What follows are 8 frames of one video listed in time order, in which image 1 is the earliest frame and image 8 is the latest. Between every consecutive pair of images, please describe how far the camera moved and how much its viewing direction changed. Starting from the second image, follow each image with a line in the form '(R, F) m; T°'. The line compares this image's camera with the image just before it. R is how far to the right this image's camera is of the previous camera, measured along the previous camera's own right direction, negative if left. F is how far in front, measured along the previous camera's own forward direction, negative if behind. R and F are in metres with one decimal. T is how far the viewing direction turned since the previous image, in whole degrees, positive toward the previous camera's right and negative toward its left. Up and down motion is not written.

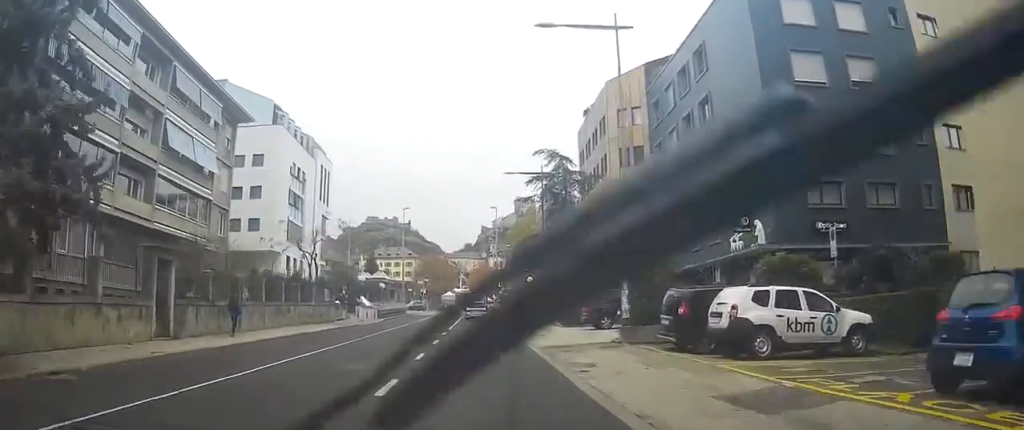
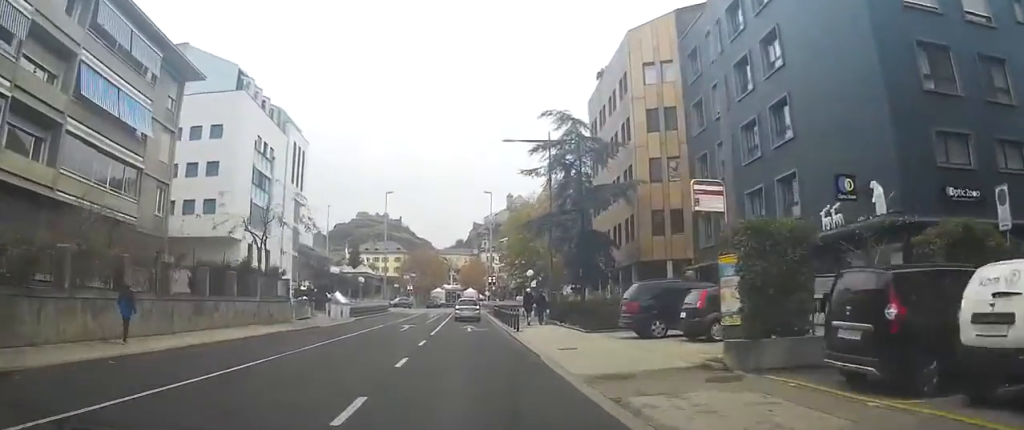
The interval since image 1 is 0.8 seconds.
(-0.5, +8.3) m; 0°
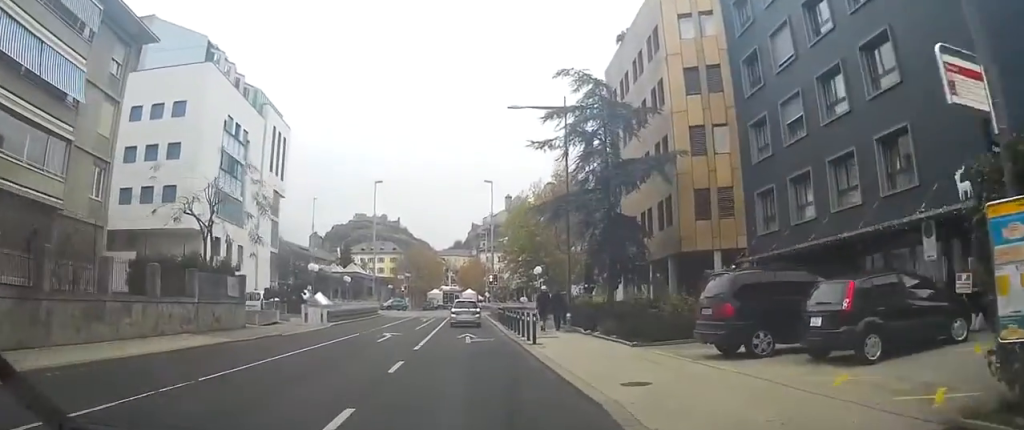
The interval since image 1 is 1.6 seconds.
(+0.3, +6.4) m; +1°
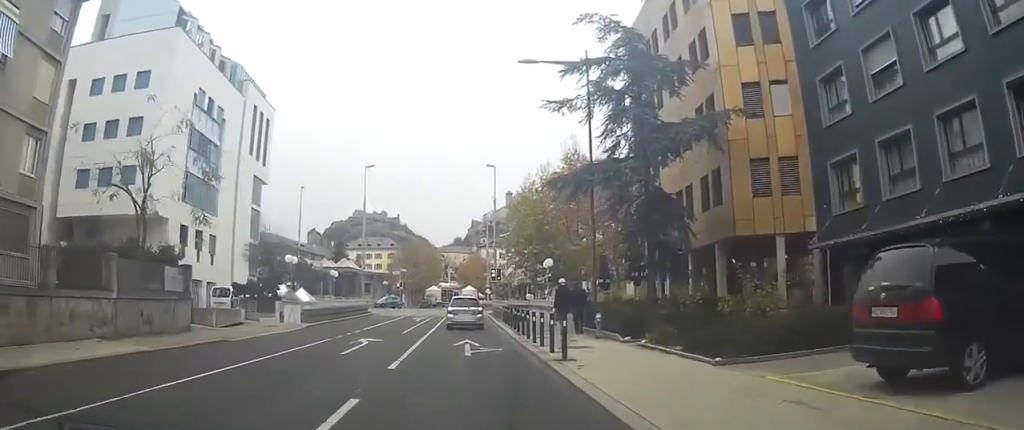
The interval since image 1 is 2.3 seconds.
(+0.1, +5.4) m; -1°
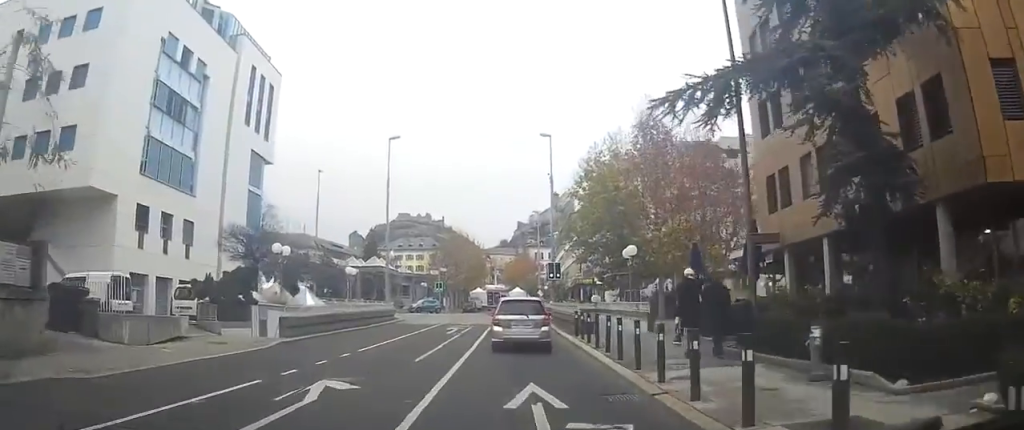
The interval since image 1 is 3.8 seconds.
(-0.5, +10.2) m; -7°
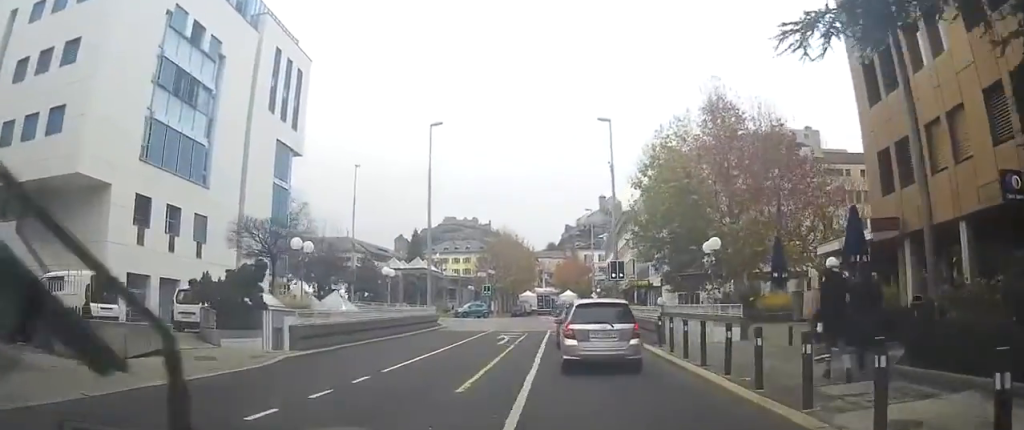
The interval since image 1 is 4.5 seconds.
(-0.2, +4.3) m; -2°
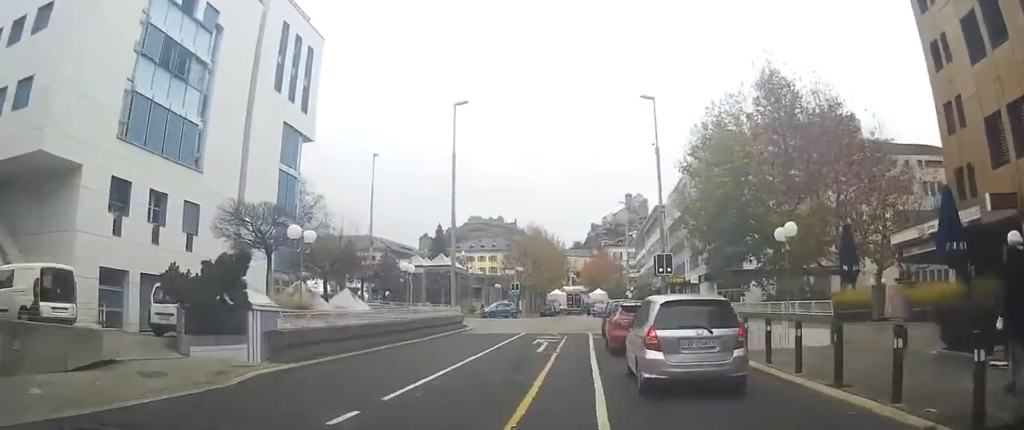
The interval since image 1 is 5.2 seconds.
(-0.1, +3.9) m; 0°
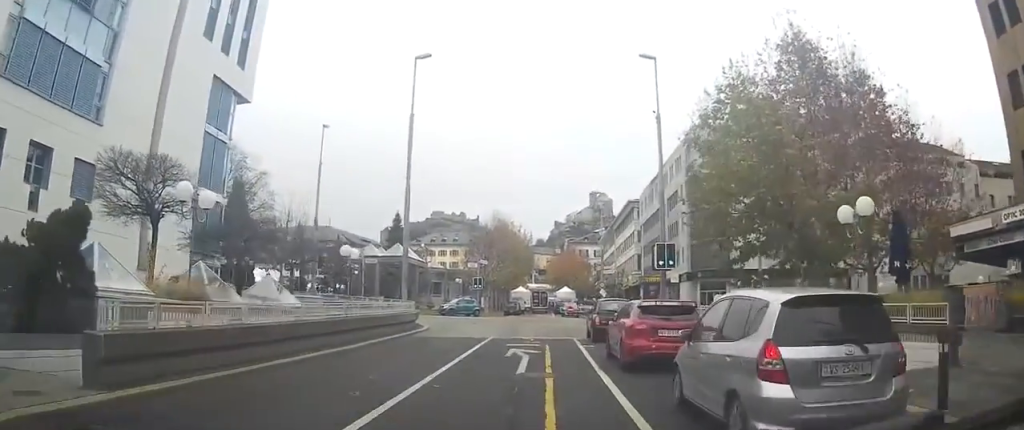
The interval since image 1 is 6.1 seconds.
(+0.1, +6.1) m; +3°
